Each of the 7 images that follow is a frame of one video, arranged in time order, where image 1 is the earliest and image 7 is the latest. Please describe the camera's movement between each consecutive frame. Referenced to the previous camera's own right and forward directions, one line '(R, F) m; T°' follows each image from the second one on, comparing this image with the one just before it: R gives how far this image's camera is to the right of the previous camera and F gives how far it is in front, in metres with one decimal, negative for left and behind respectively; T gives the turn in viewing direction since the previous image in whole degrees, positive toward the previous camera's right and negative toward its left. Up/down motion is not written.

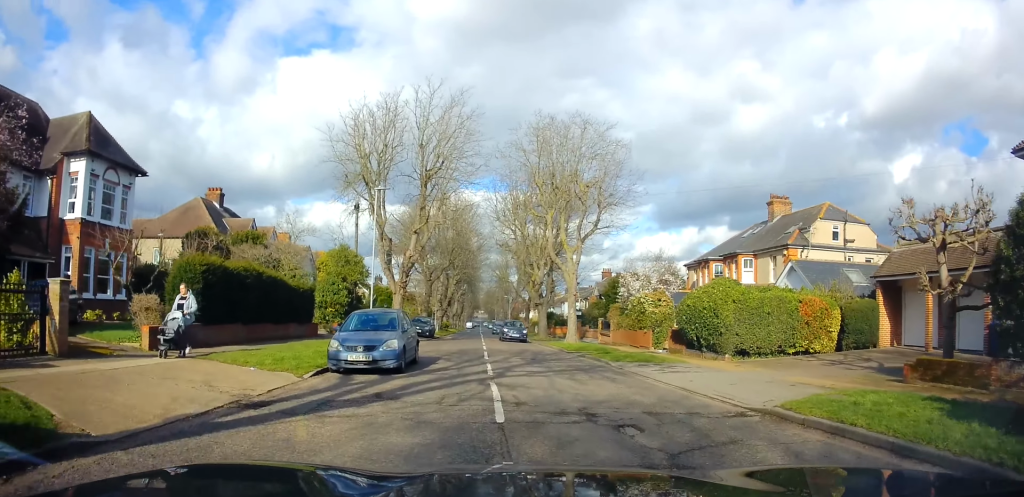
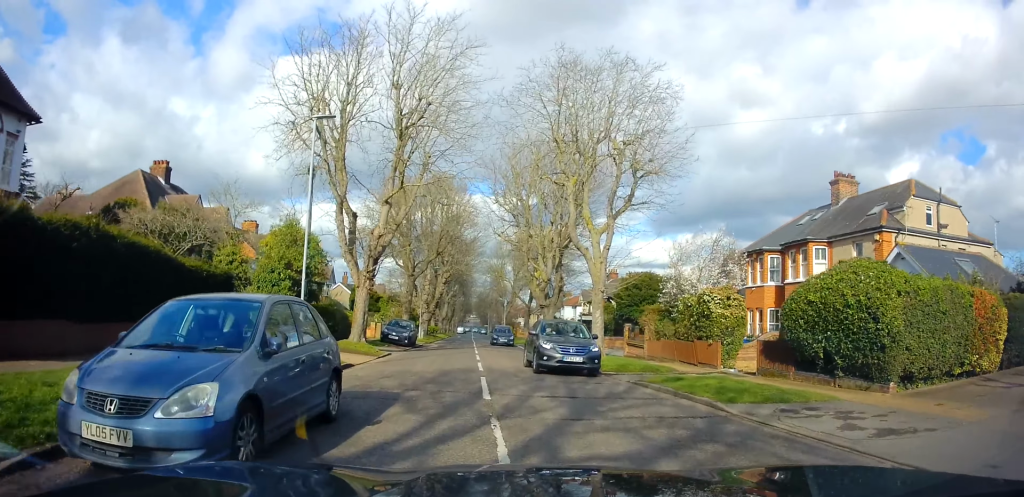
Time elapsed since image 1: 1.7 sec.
(0.0, +8.7) m; -2°
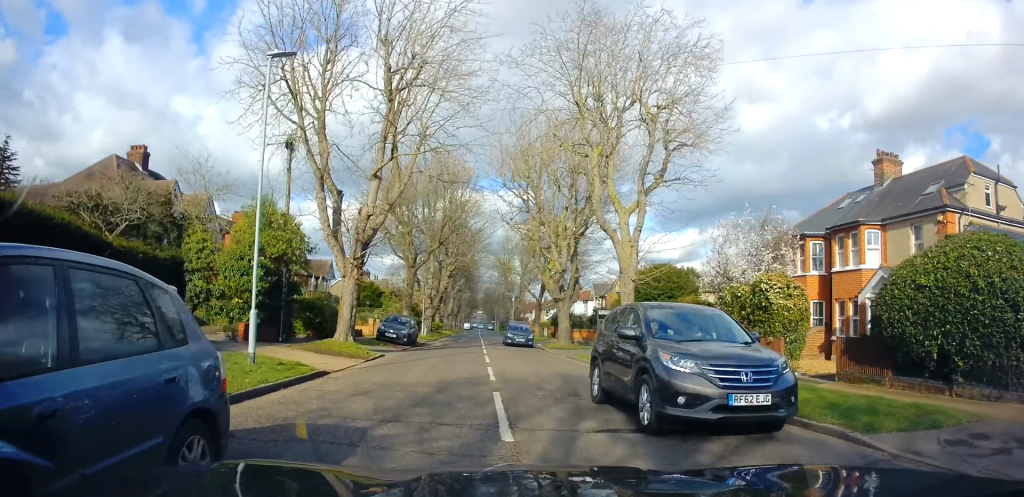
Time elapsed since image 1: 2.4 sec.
(0.0, +3.6) m; -2°
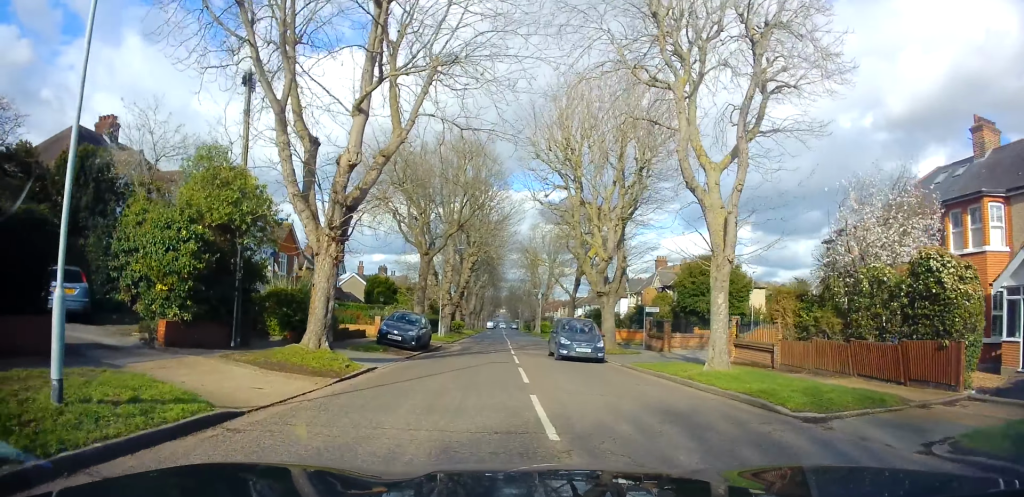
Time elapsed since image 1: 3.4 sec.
(-0.3, +6.0) m; -2°
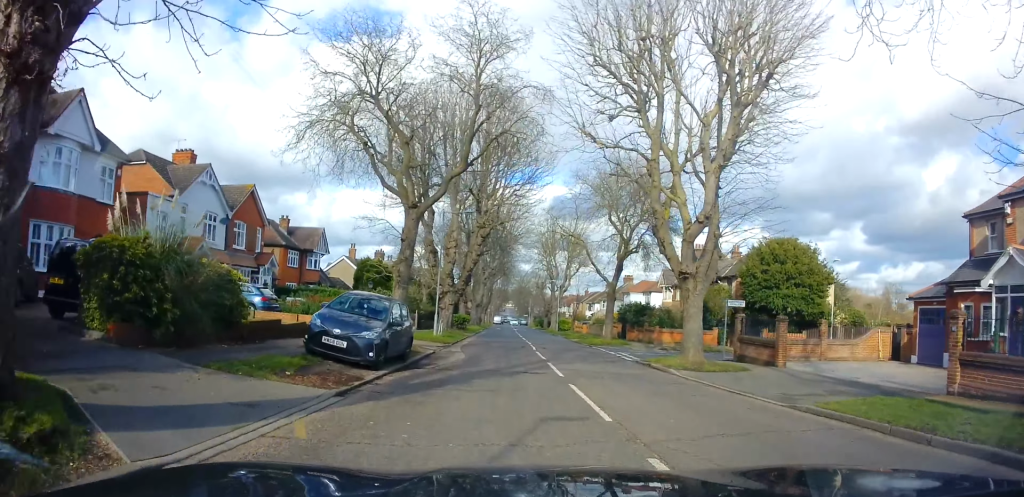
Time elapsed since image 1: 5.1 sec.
(+0.5, +10.7) m; +3°
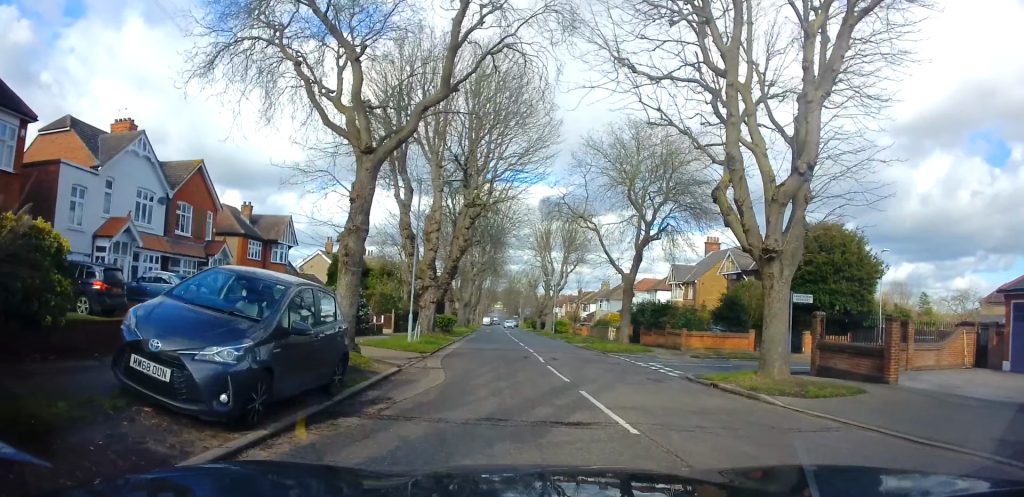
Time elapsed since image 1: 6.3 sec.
(-0.3, +6.4) m; 0°
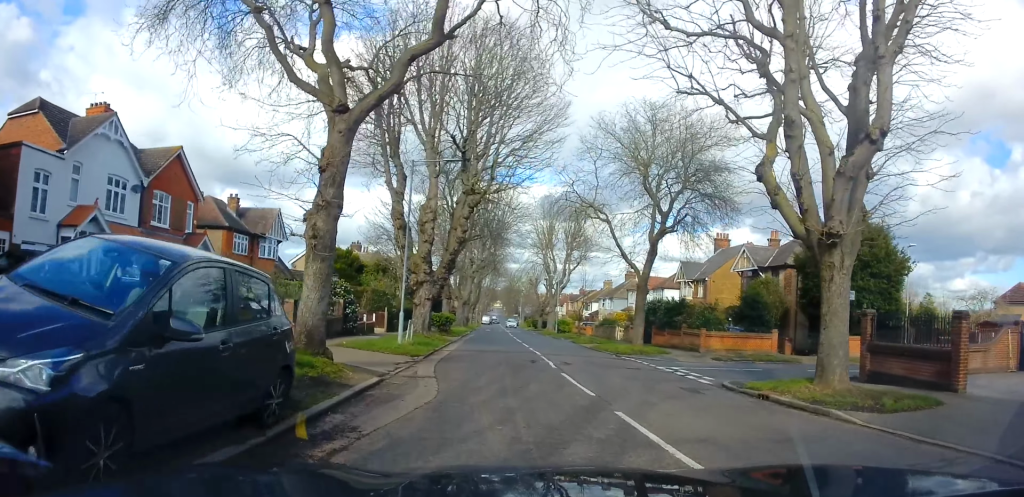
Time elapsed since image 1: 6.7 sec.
(+0.1, +2.4) m; +2°
